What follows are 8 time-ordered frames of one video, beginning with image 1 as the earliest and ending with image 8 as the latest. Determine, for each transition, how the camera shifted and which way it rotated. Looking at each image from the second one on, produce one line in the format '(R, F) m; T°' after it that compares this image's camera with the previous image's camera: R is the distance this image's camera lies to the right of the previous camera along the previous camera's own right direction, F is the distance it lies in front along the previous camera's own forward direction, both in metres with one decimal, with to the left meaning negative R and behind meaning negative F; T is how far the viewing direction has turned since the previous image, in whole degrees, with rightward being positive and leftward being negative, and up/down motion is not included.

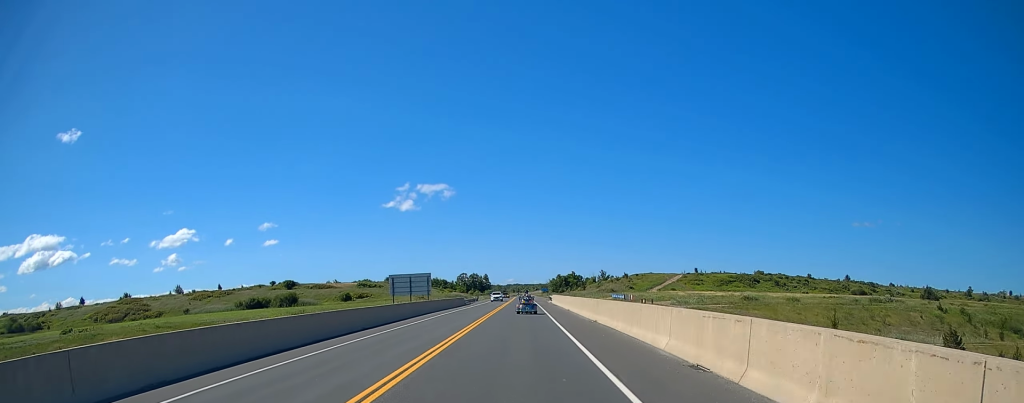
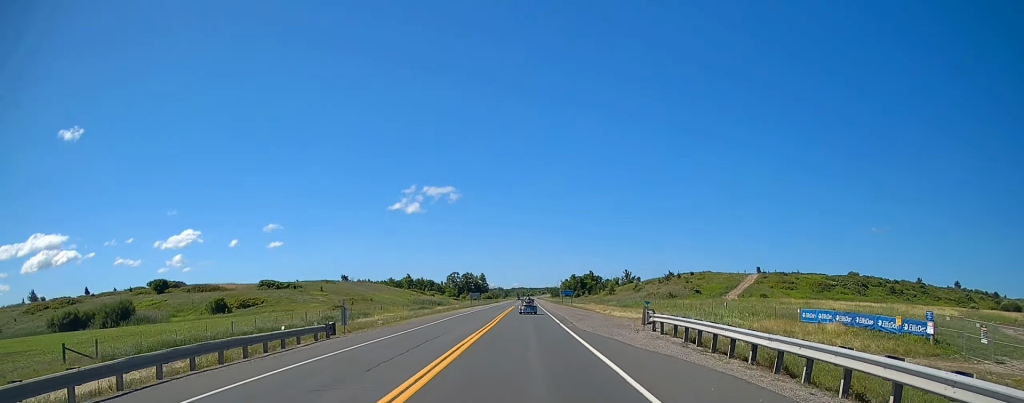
(-0.1, +105.6) m; 0°
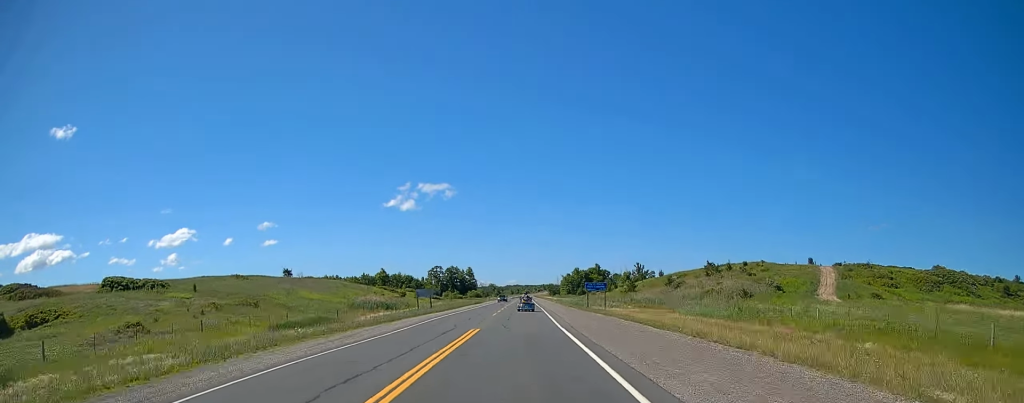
(+0.1, +70.8) m; 0°
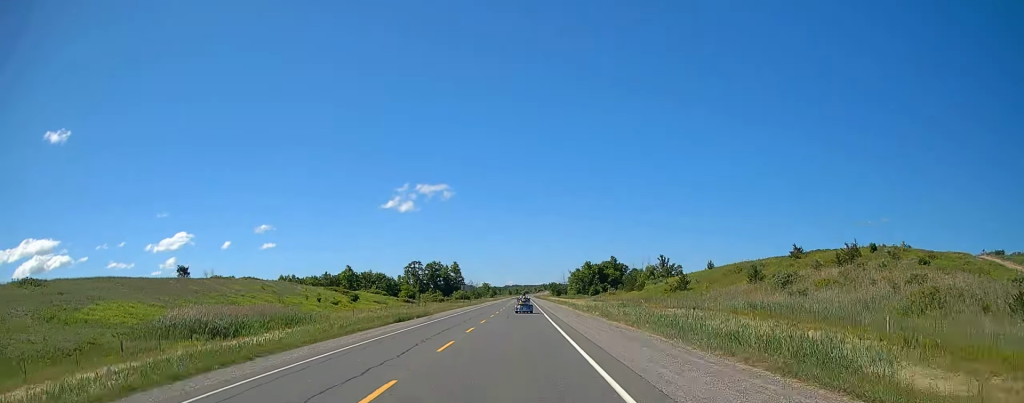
(+0.1, +80.9) m; 0°
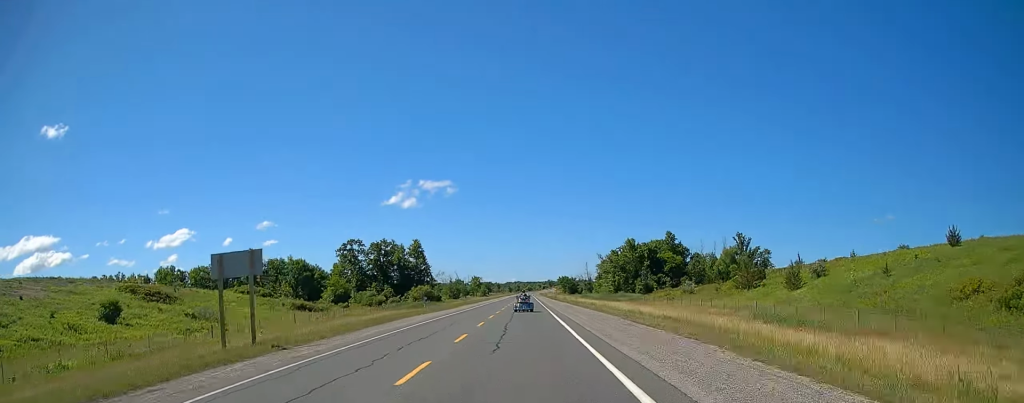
(-0.1, +155.8) m; 0°
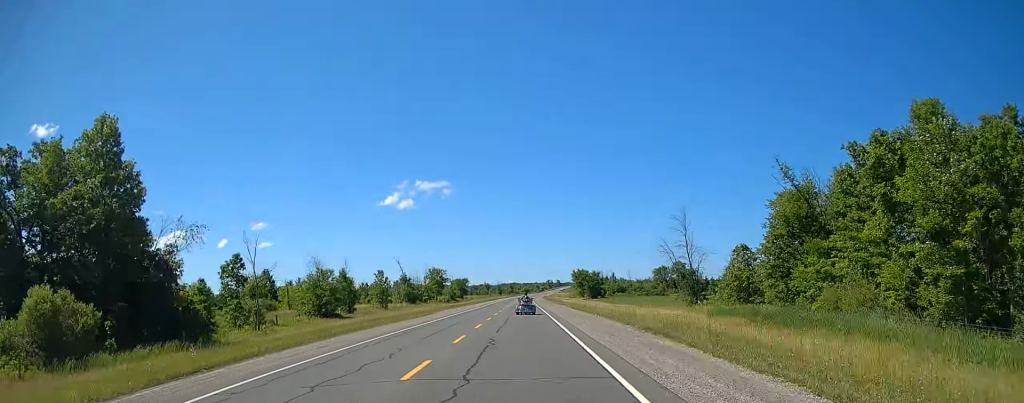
(0.0, +126.4) m; 0°
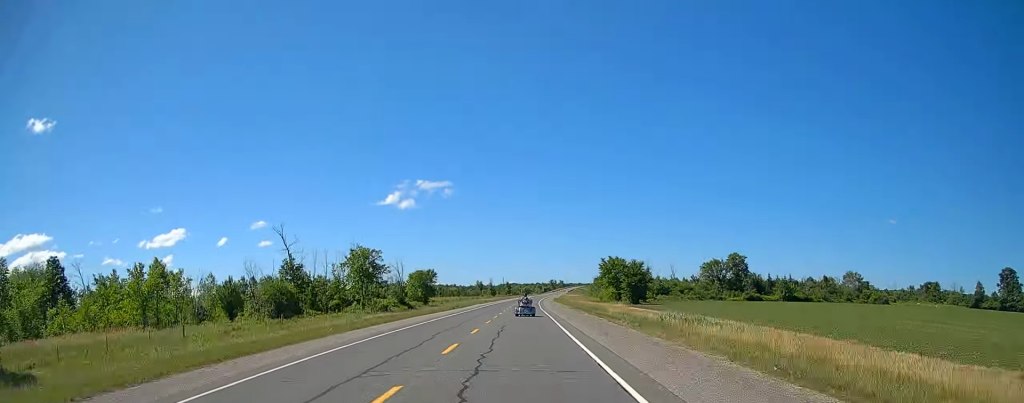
(+0.3, +72.8) m; +1°
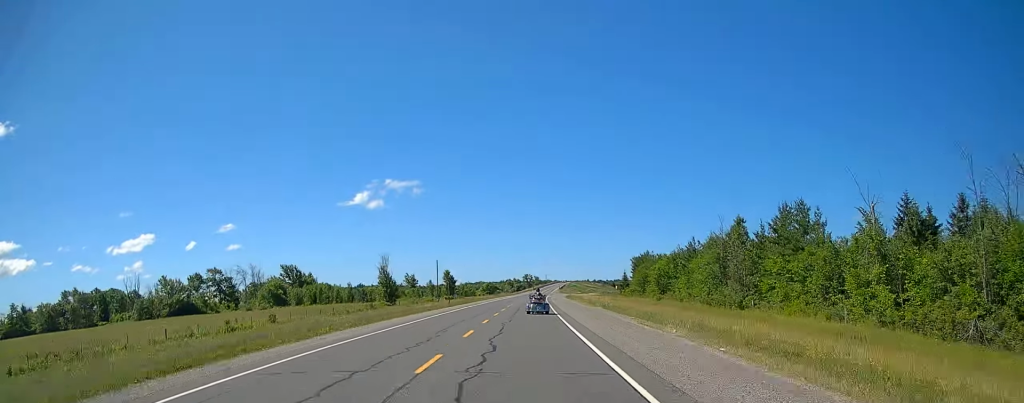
(+2.2, +160.5) m; +2°
